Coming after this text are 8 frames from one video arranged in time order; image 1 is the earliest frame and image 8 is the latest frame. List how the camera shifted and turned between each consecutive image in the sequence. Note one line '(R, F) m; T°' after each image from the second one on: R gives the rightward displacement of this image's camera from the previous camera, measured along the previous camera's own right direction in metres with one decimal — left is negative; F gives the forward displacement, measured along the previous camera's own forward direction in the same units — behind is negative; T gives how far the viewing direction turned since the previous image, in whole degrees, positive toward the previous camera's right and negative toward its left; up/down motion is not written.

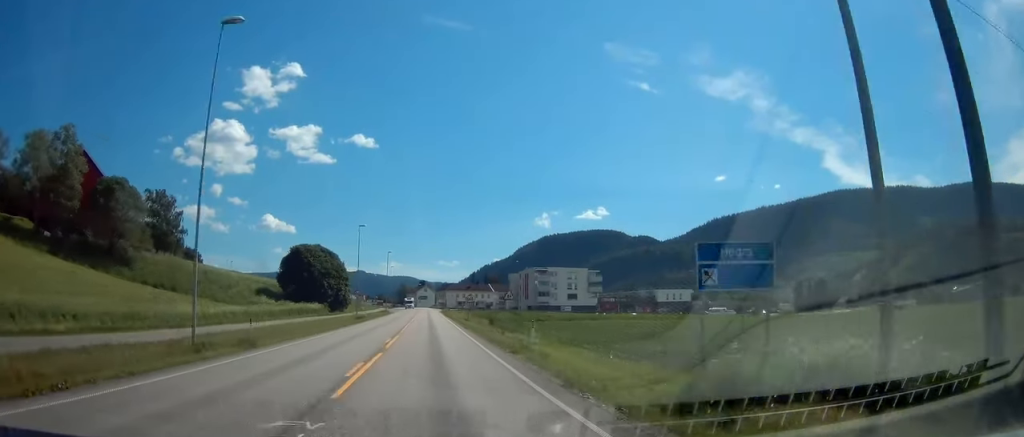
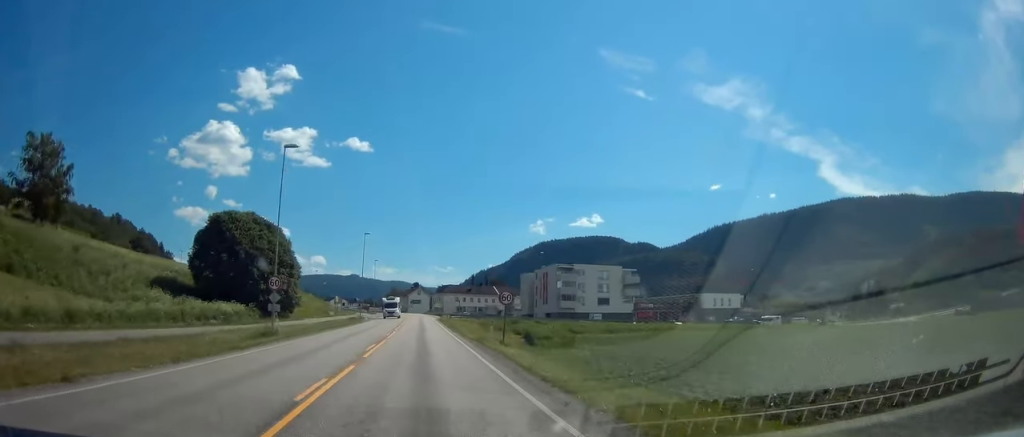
(+0.2, +40.0) m; +1°
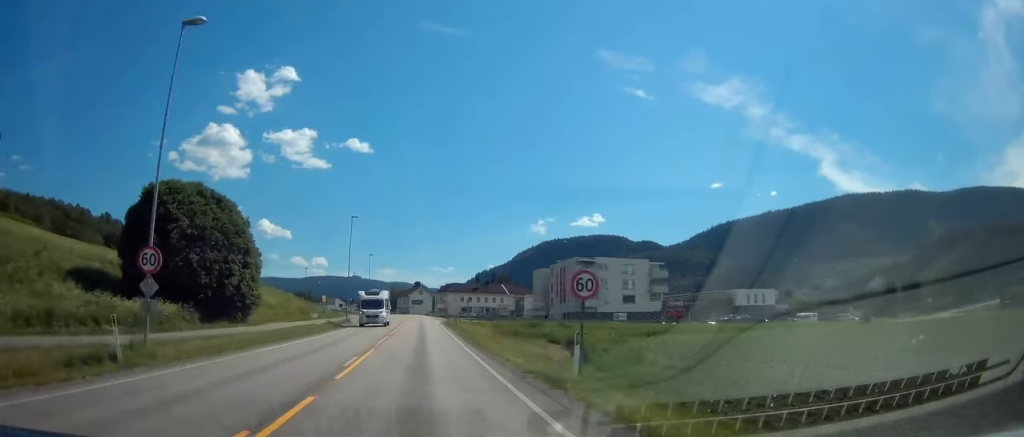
(+0.2, +17.9) m; +1°
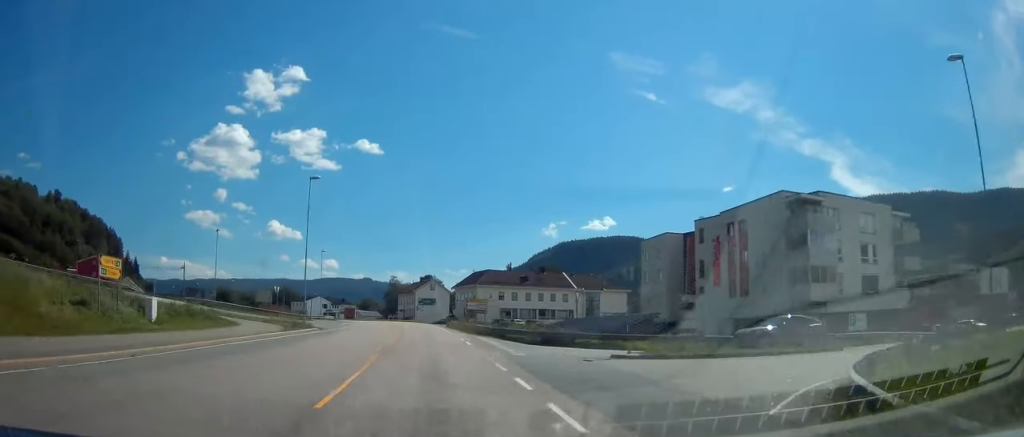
(-1.4, +78.2) m; -3°
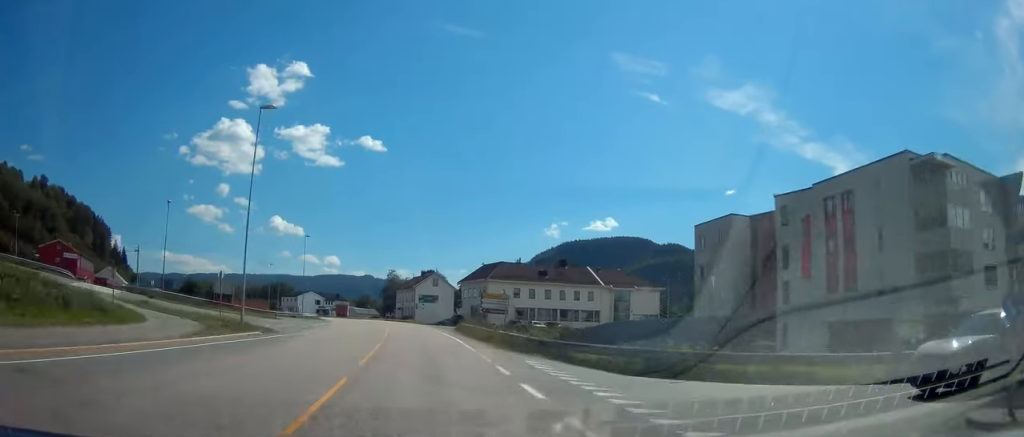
(-0.3, +17.2) m; -1°
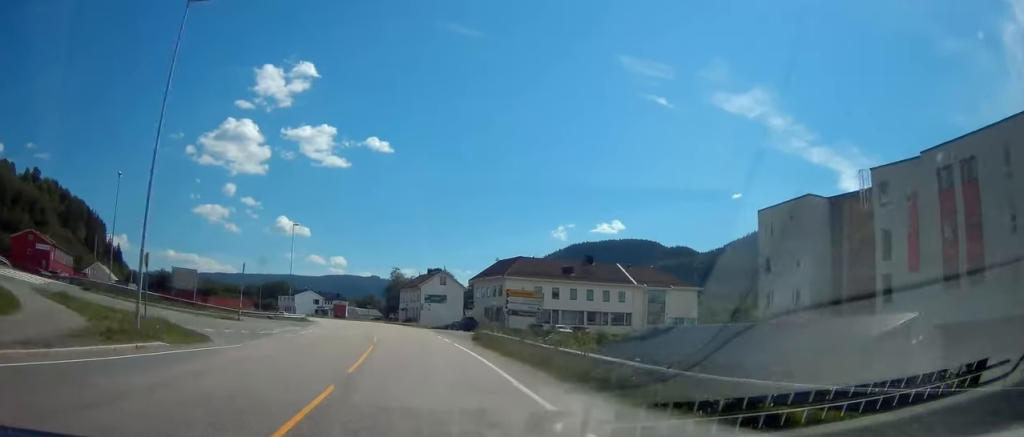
(0.0, +12.6) m; 0°
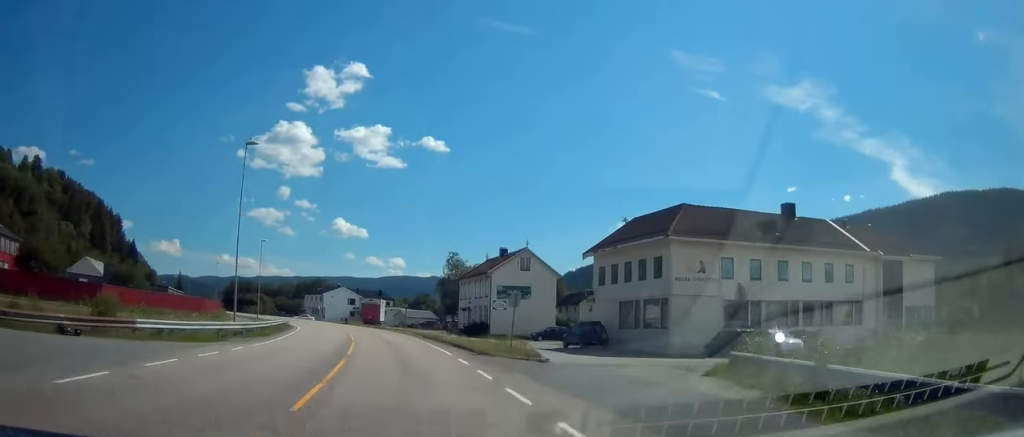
(0.0, +40.5) m; 0°
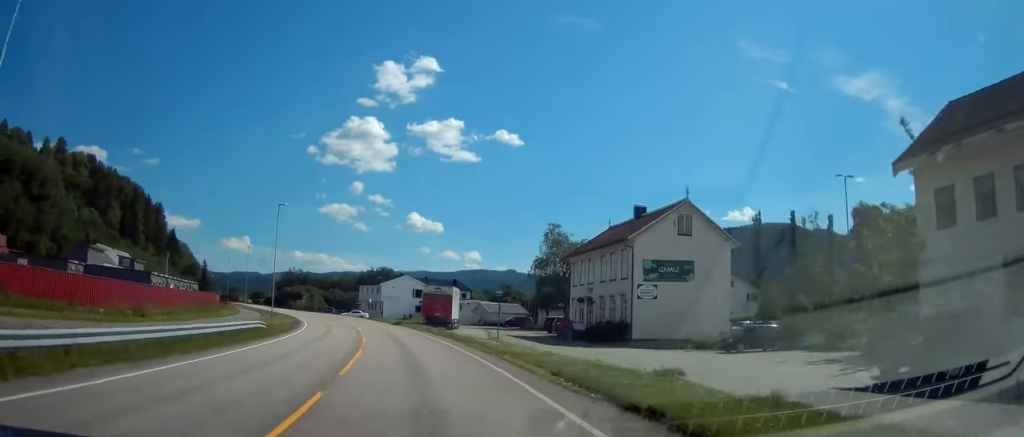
(0.0, +29.3) m; -4°
